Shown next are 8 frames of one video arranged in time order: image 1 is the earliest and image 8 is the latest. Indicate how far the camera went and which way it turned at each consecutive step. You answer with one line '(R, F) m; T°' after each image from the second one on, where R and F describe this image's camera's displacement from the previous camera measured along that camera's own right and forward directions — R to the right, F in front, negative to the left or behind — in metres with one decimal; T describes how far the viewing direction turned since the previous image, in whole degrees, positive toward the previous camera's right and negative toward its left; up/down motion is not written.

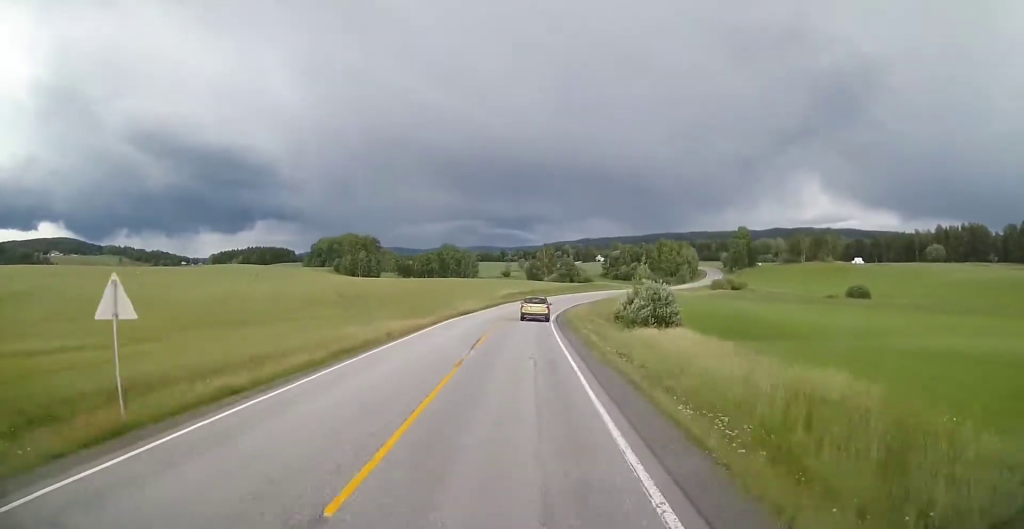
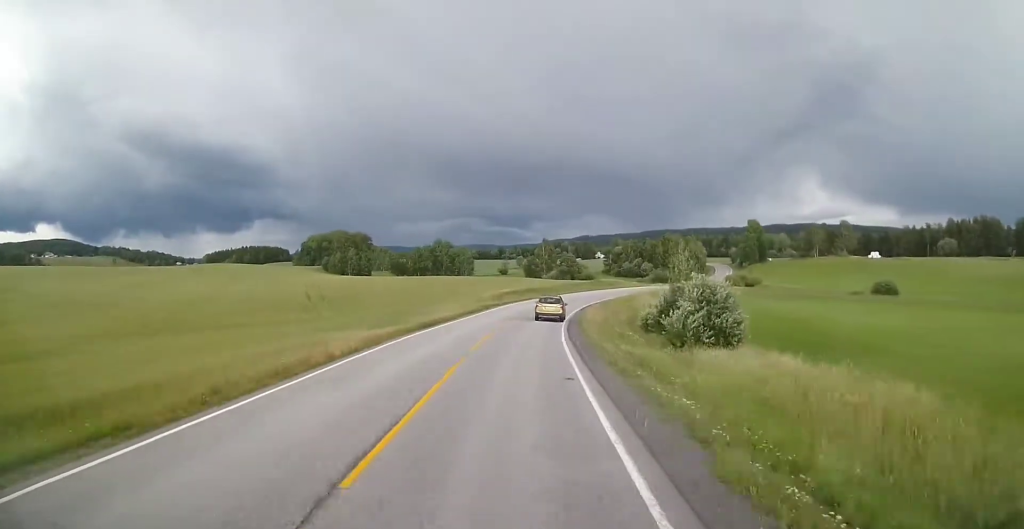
(-0.1, +13.5) m; 0°
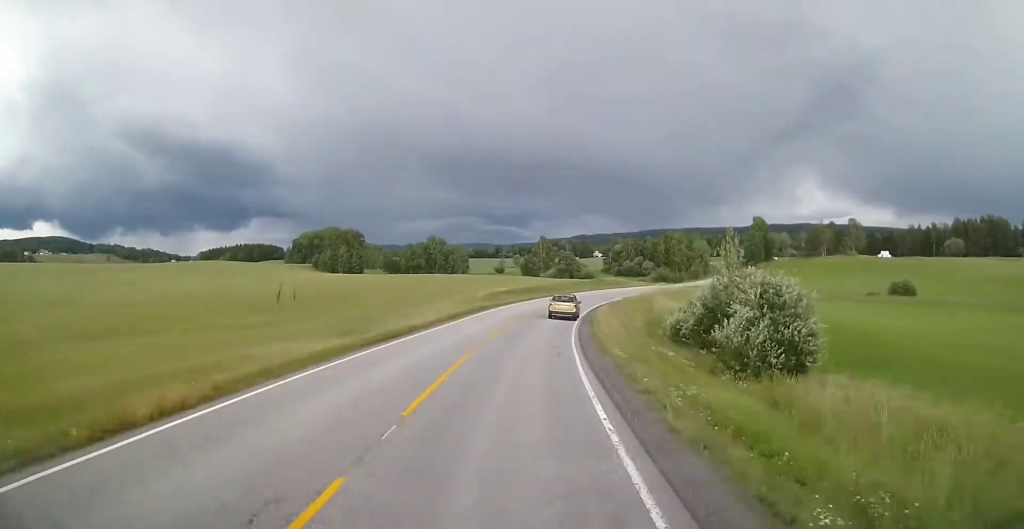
(0.0, +8.8) m; +1°
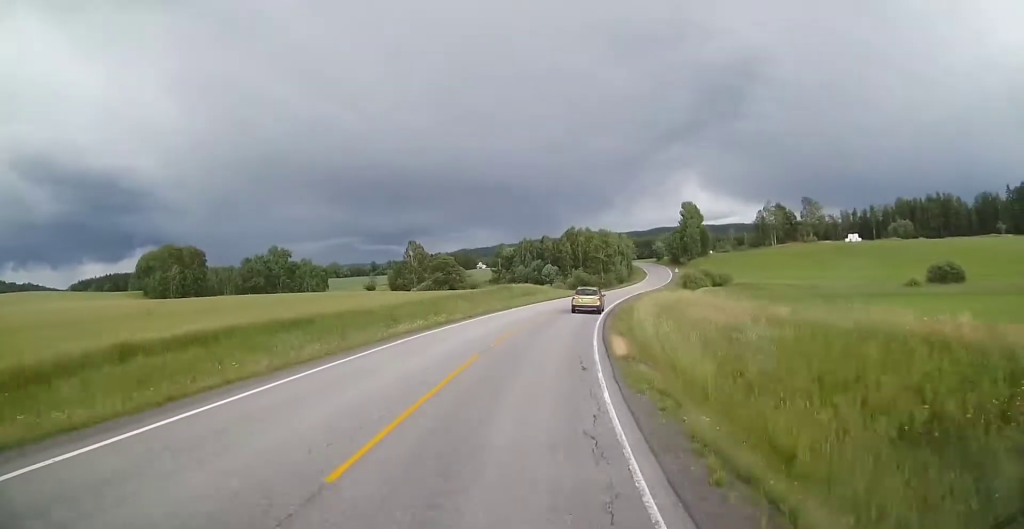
(+3.1, +49.4) m; +7°
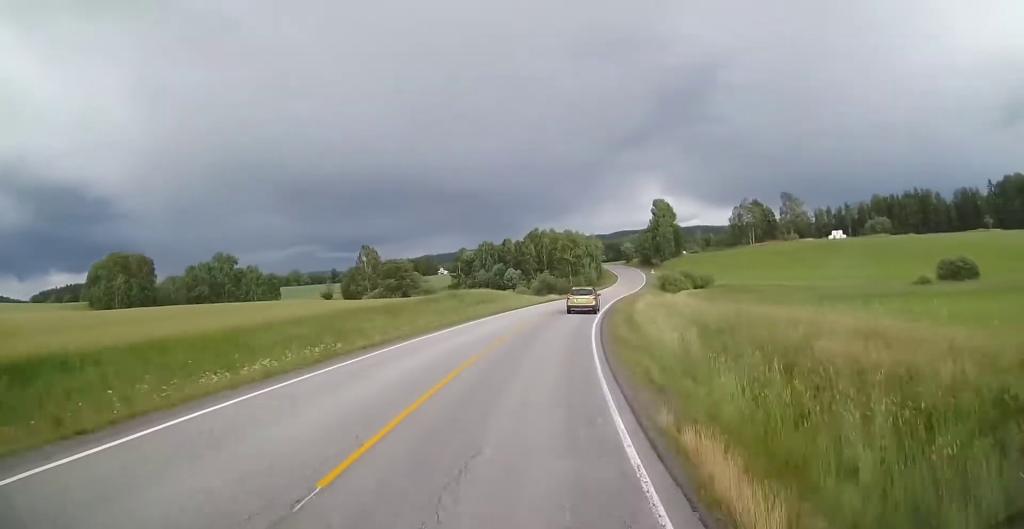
(+0.1, +11.8) m; +2°
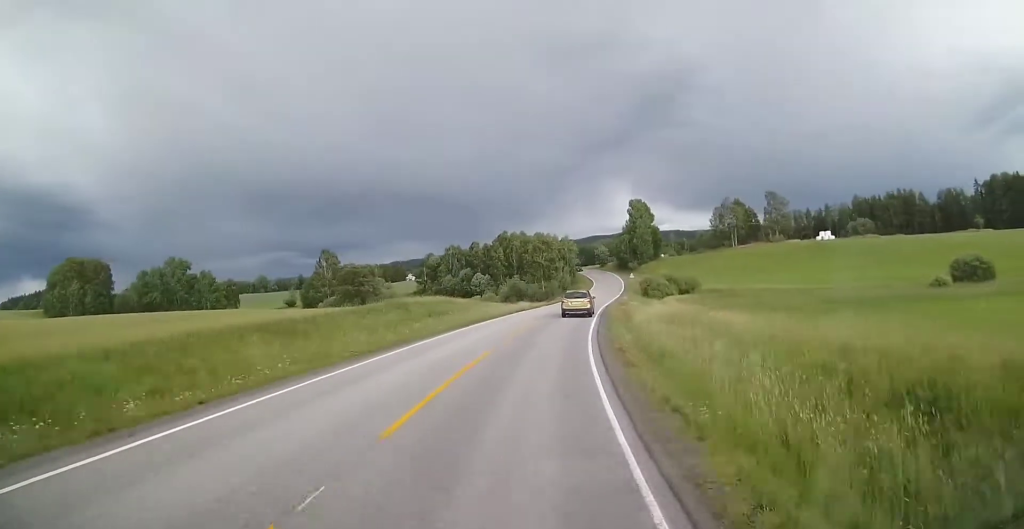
(-0.1, +9.7) m; +2°
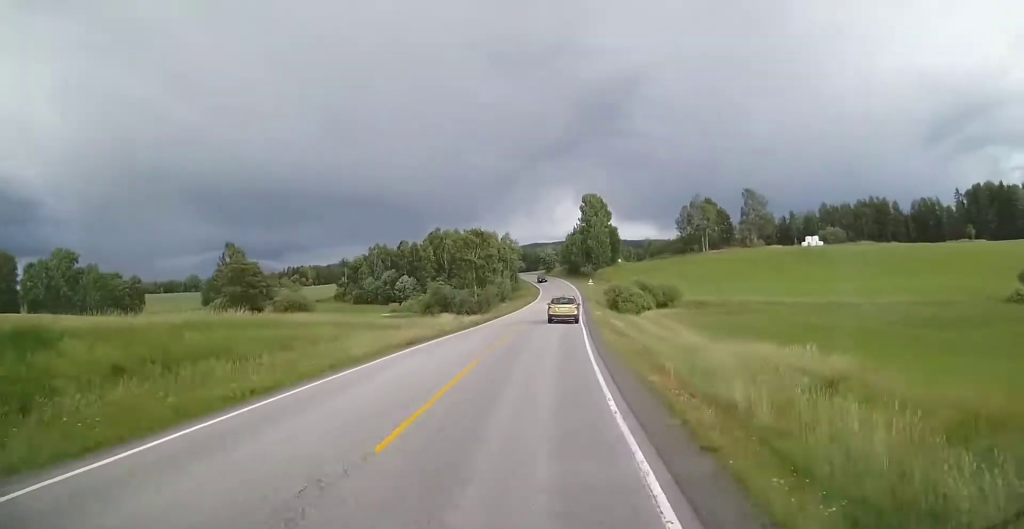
(+1.7, +23.9) m; +7°
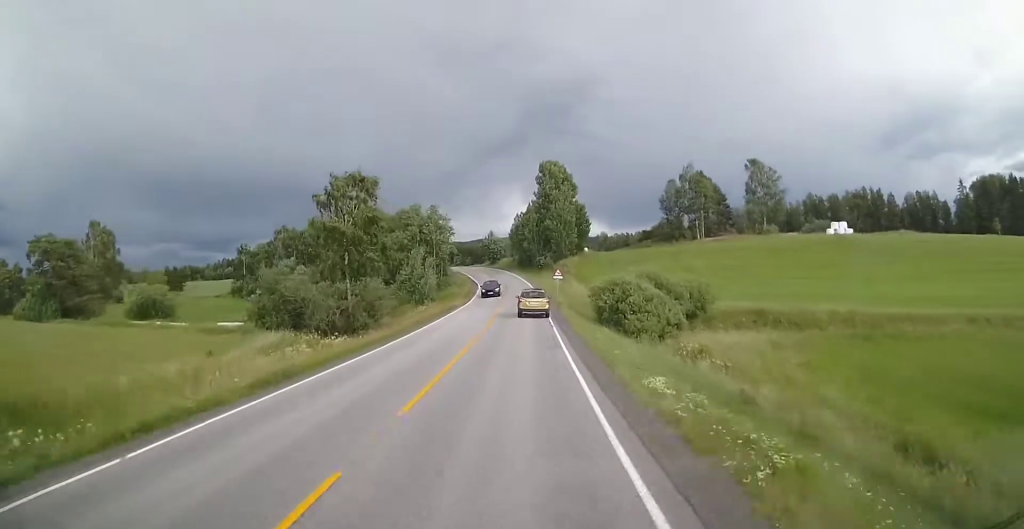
(+3.0, +32.8) m; +8°
